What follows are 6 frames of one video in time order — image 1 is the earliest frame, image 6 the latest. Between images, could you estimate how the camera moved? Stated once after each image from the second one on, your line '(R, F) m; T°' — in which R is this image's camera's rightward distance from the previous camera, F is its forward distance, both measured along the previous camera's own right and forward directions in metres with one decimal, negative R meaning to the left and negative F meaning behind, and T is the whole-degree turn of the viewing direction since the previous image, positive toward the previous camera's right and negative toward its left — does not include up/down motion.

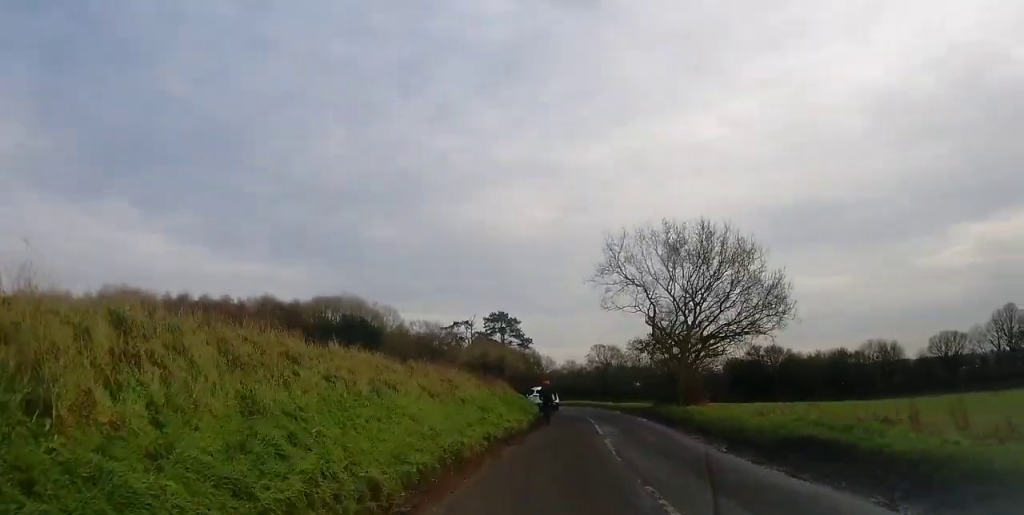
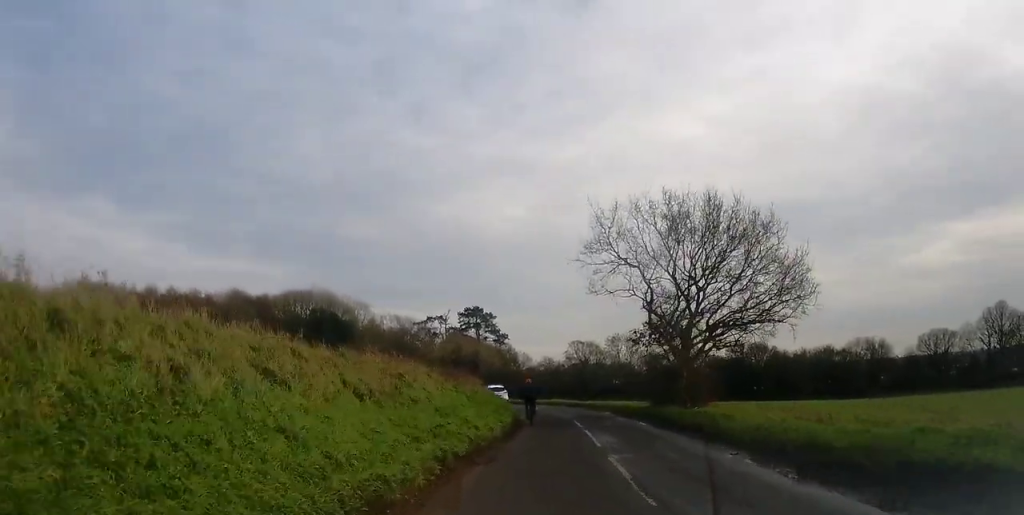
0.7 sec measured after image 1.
(+0.3, +5.2) m; +1°
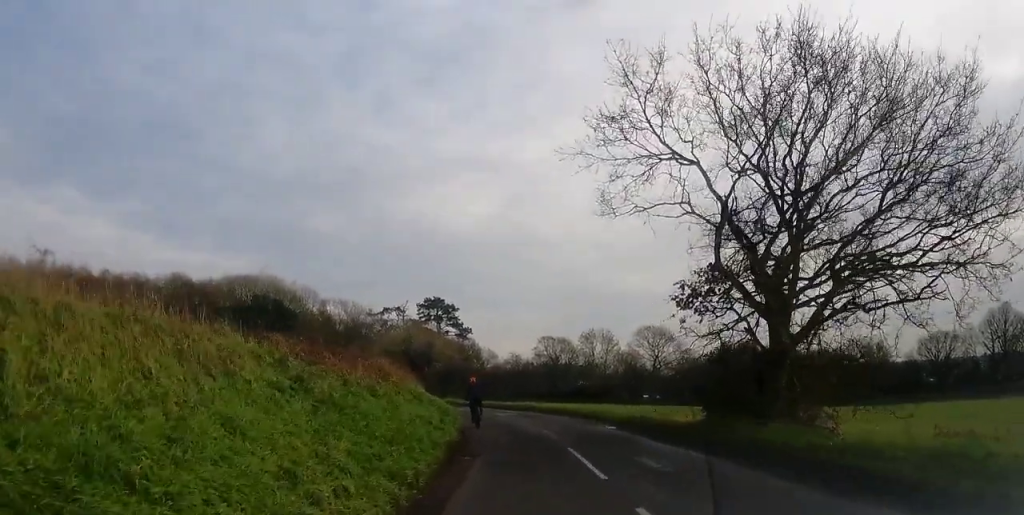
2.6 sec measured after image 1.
(+0.1, +14.7) m; +5°
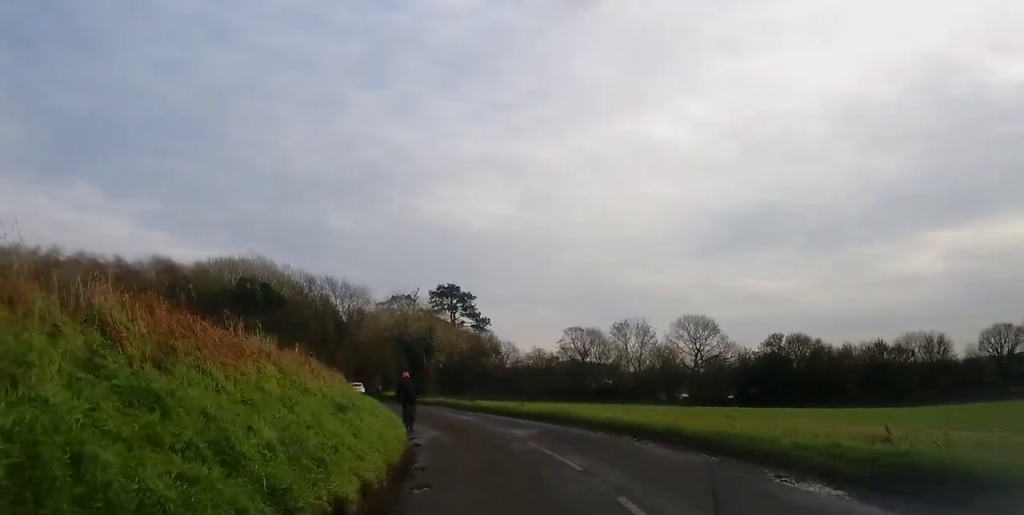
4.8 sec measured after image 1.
(-1.3, +17.2) m; -6°
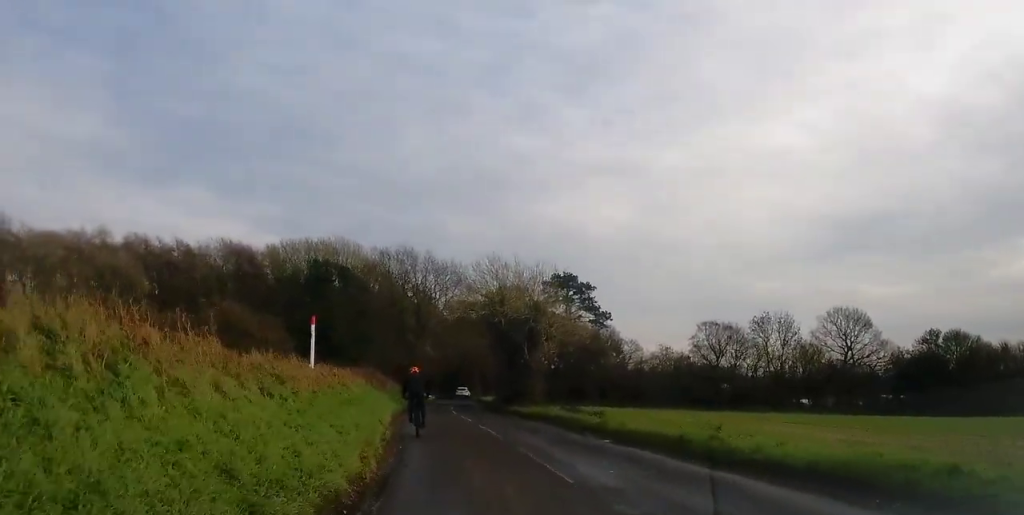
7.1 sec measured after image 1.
(-1.1, +18.4) m; -10°
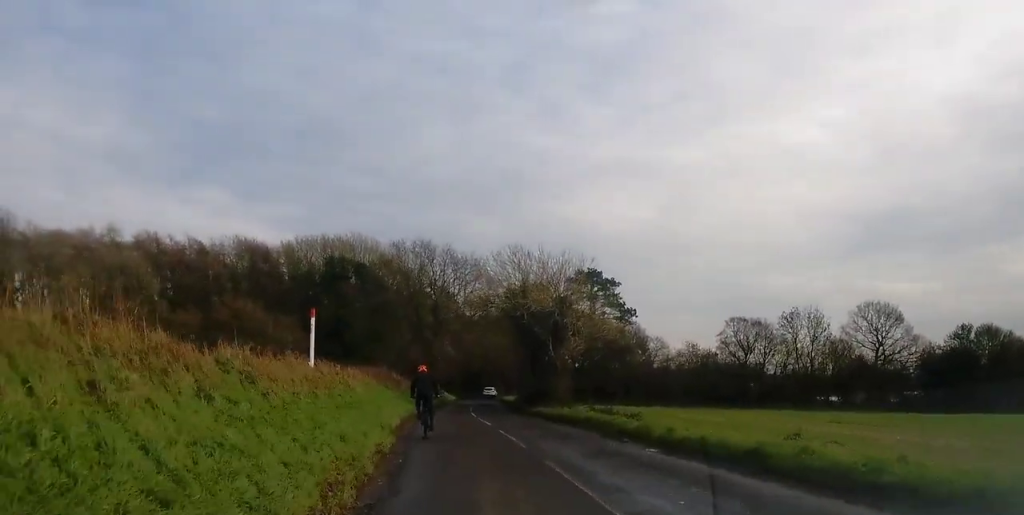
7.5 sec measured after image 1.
(-0.1, +3.2) m; -2°
